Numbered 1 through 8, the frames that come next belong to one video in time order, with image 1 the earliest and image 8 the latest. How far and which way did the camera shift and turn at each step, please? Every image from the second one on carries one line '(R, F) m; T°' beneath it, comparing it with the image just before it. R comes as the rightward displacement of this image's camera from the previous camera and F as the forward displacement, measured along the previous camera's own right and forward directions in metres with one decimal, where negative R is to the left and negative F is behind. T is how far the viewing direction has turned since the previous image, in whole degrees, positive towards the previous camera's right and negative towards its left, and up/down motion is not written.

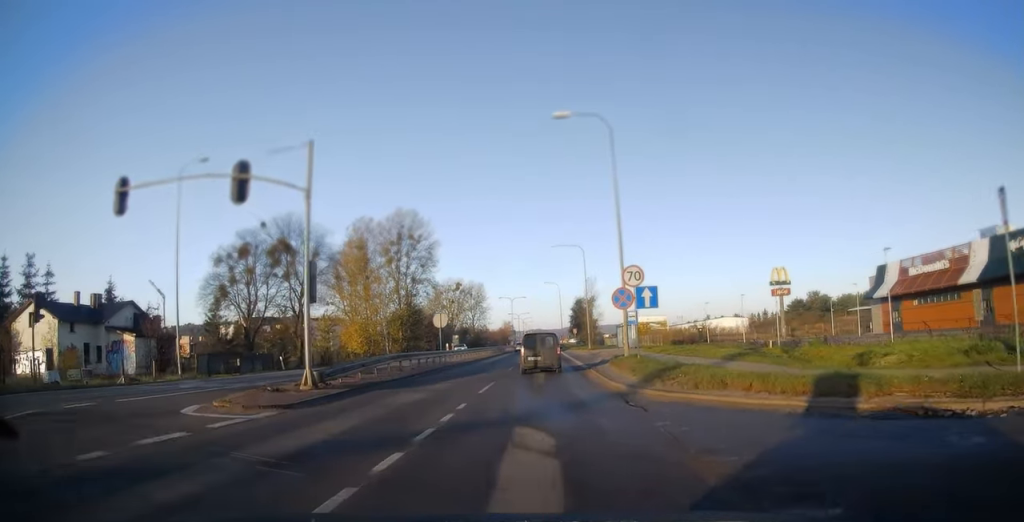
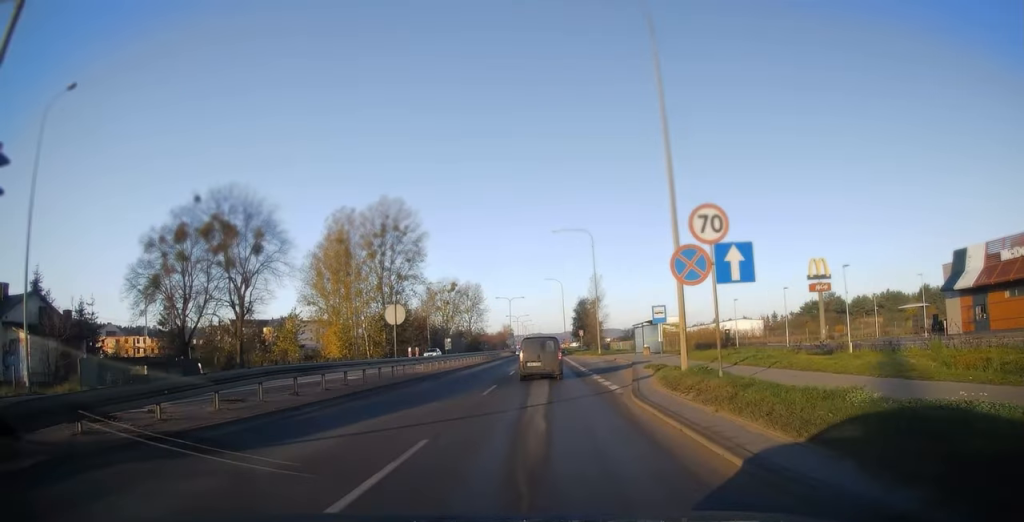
(0.0, +11.6) m; 0°
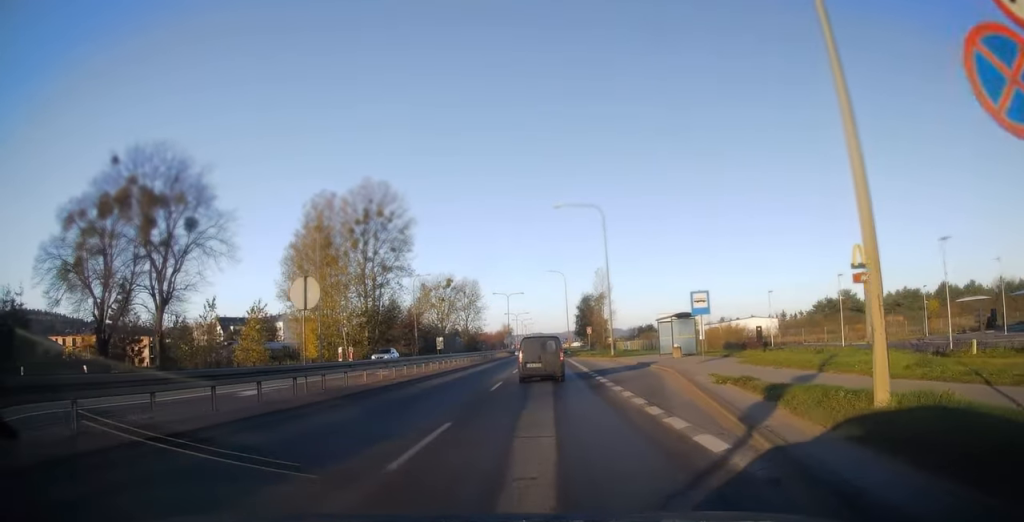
(0.0, +10.2) m; 0°
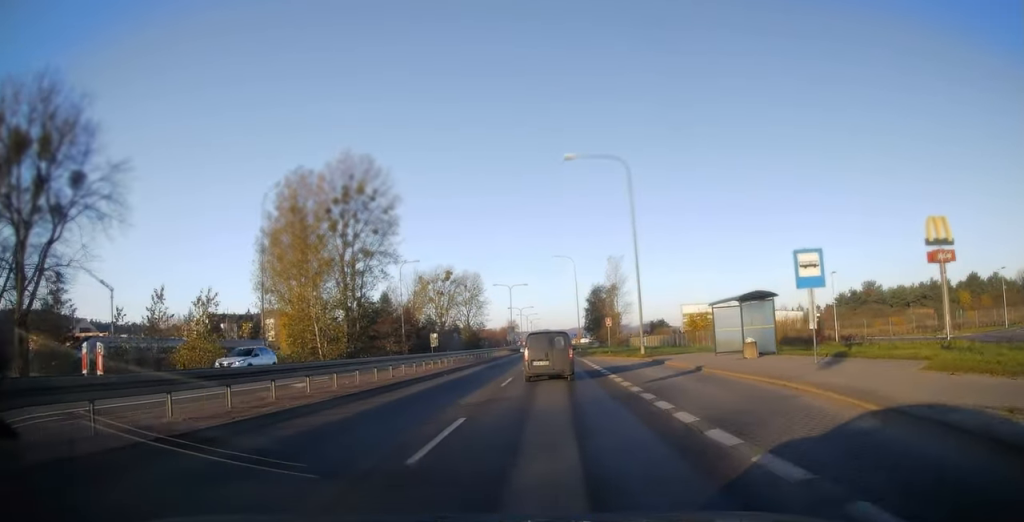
(-0.1, +11.7) m; 0°
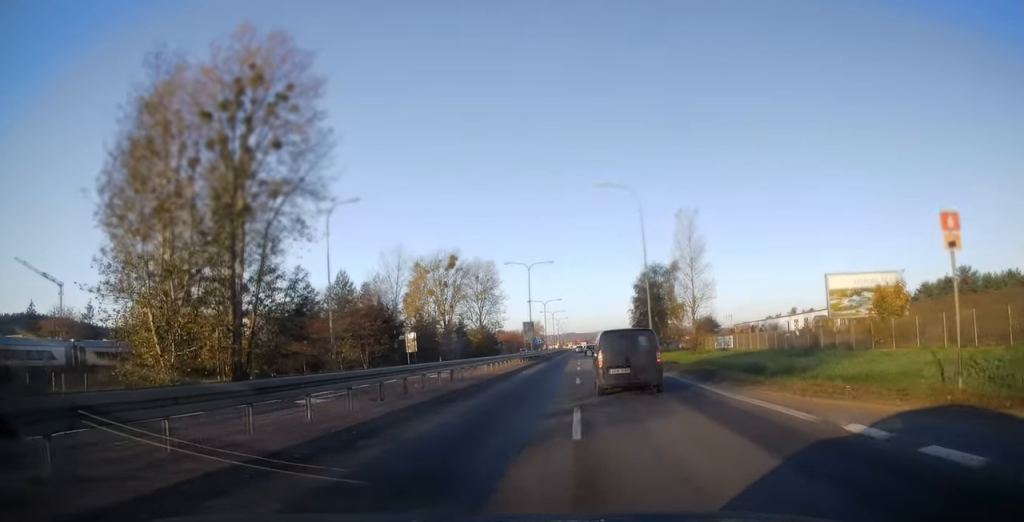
(-1.0, +34.2) m; -2°
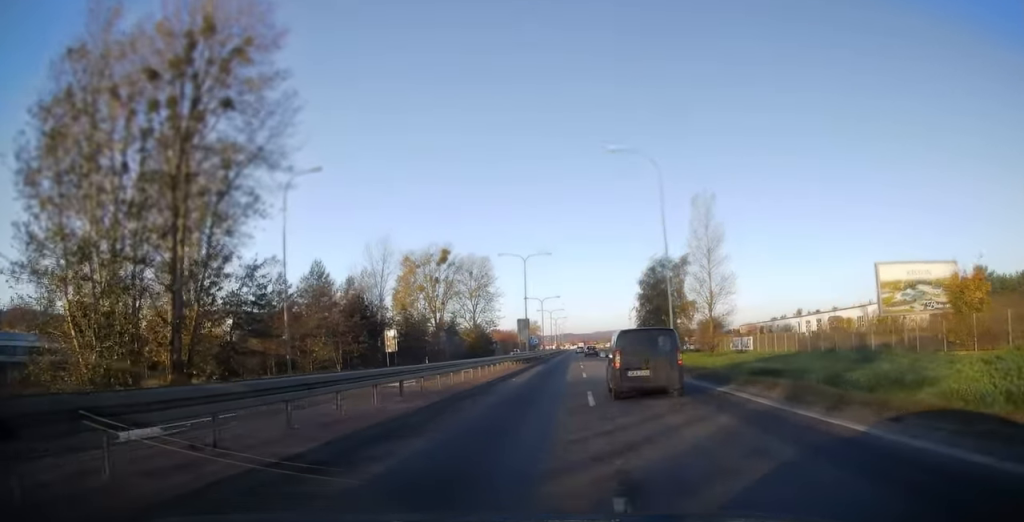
(+0.1, +7.5) m; 0°
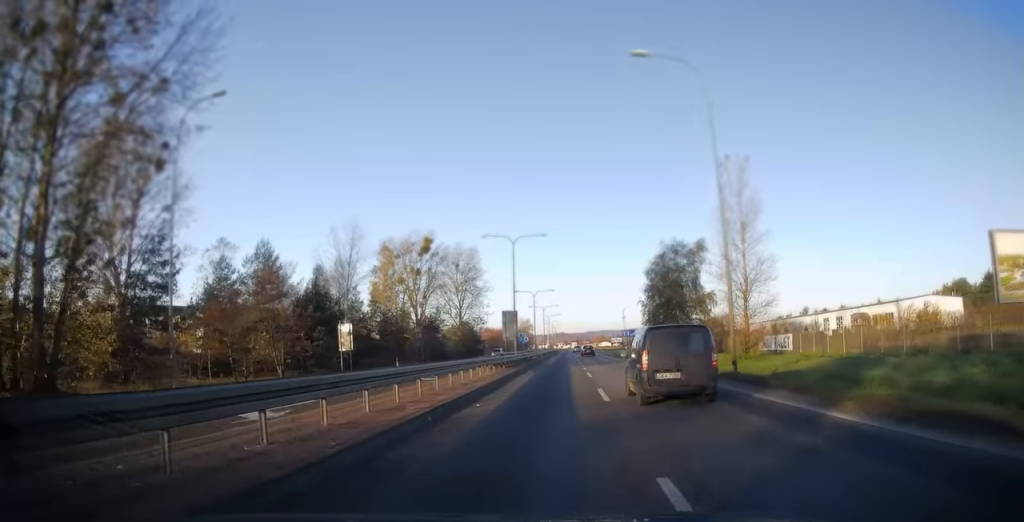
(+0.1, +11.5) m; 0°
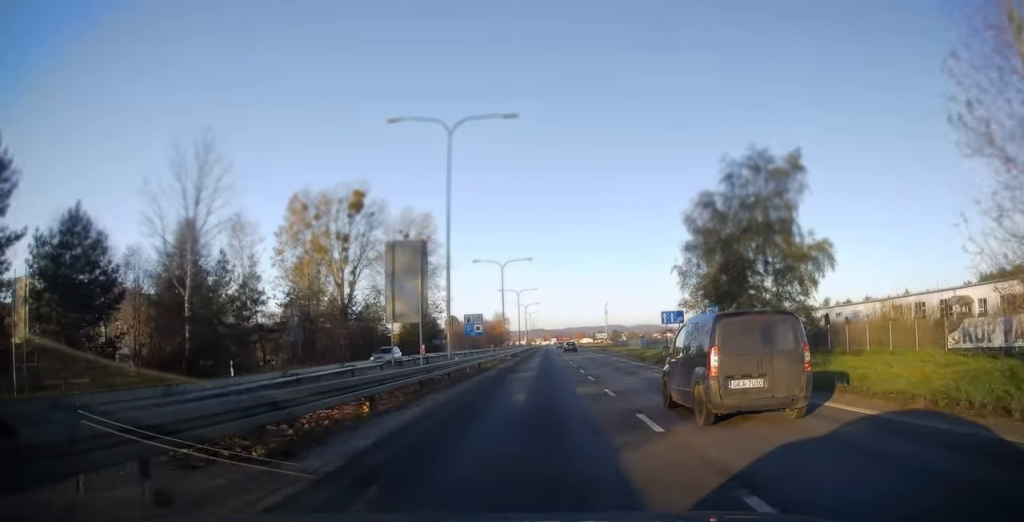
(+0.1, +31.1) m; +3°
